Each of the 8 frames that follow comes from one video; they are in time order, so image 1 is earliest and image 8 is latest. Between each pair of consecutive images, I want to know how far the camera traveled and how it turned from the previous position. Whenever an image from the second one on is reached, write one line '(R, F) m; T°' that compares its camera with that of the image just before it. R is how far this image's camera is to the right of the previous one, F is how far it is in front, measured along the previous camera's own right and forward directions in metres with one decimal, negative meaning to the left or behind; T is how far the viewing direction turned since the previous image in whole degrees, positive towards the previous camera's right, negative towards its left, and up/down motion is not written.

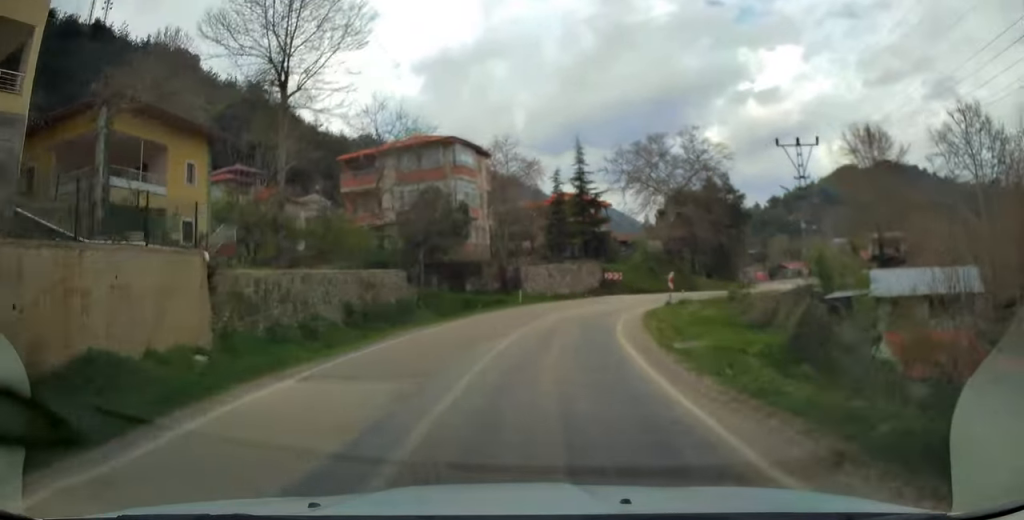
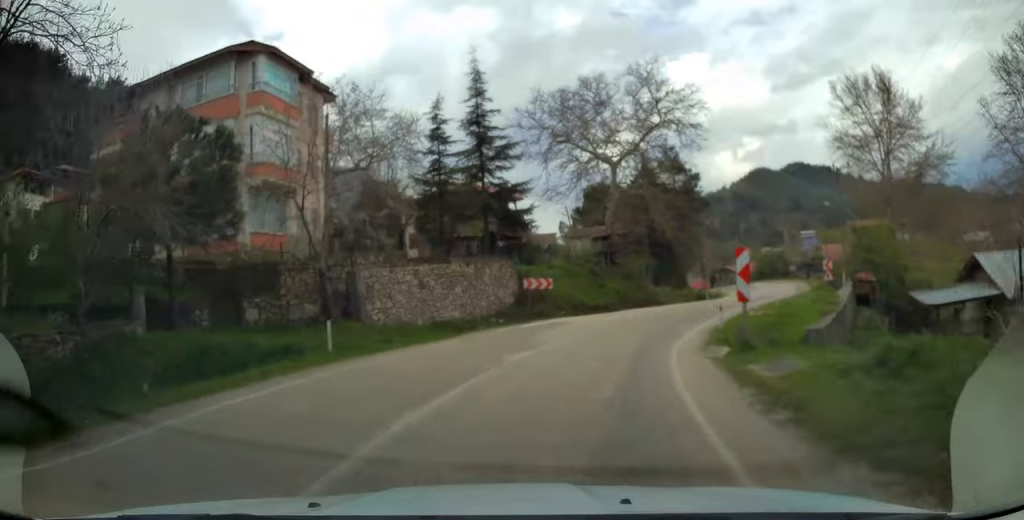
(+0.8, +21.4) m; +9°
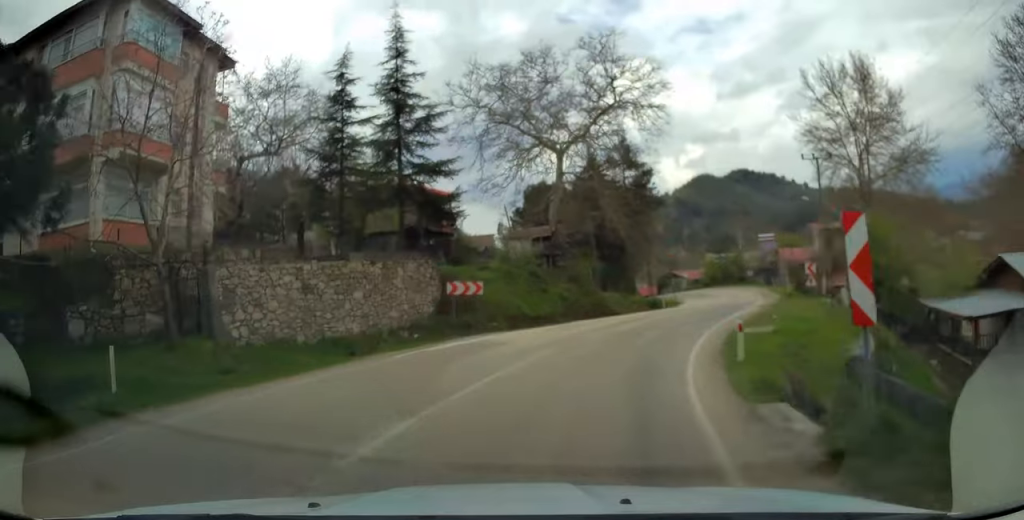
(+0.4, +6.0) m; +5°
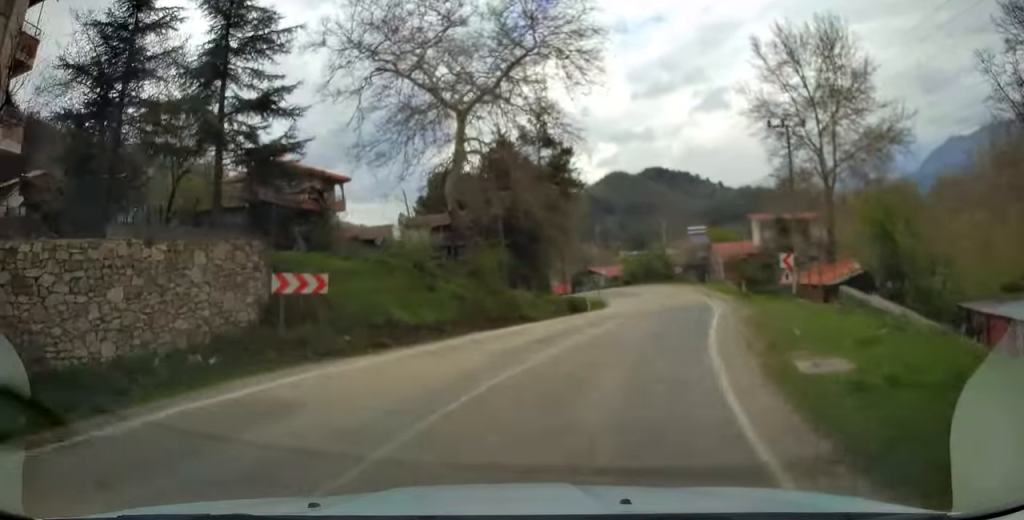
(+0.4, +8.4) m; +6°
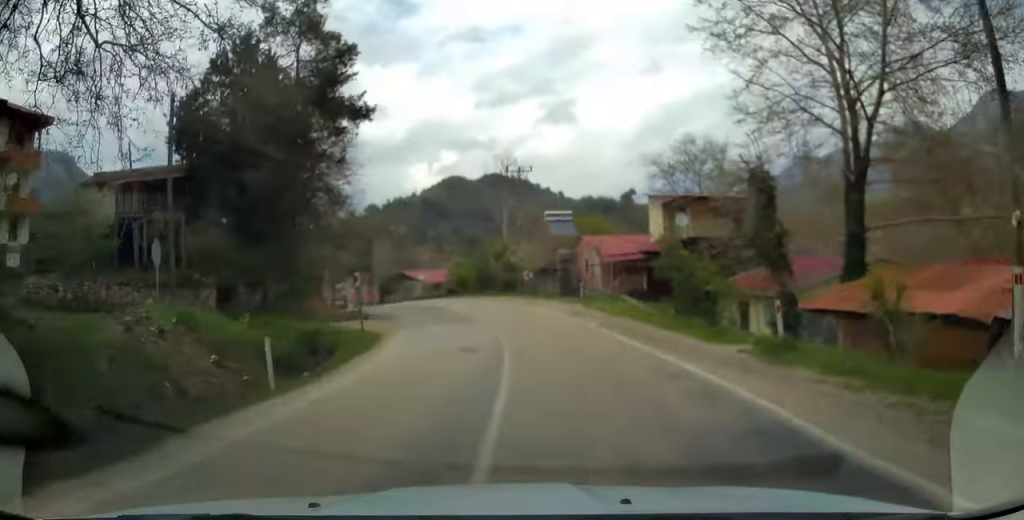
(+3.6, +25.2) m; +12°
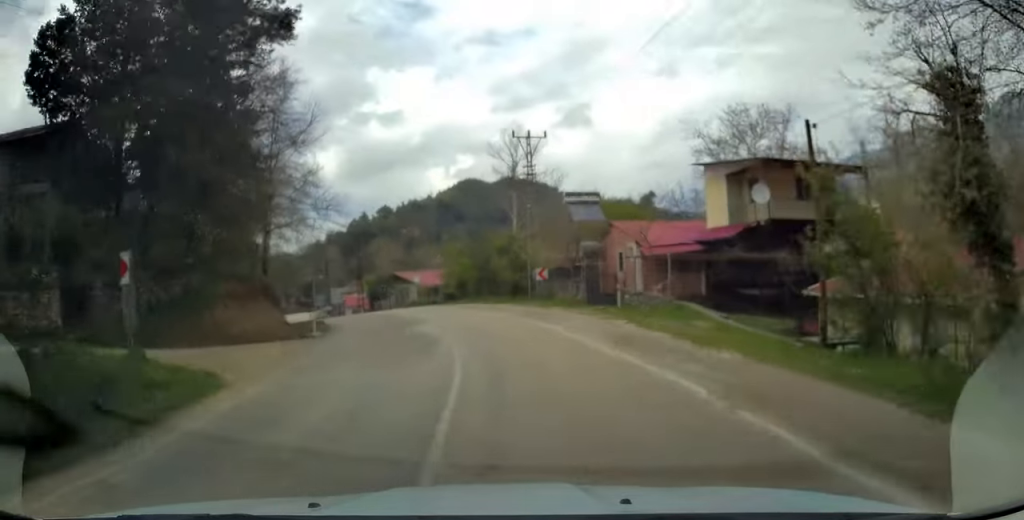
(0.0, +11.6) m; -2°
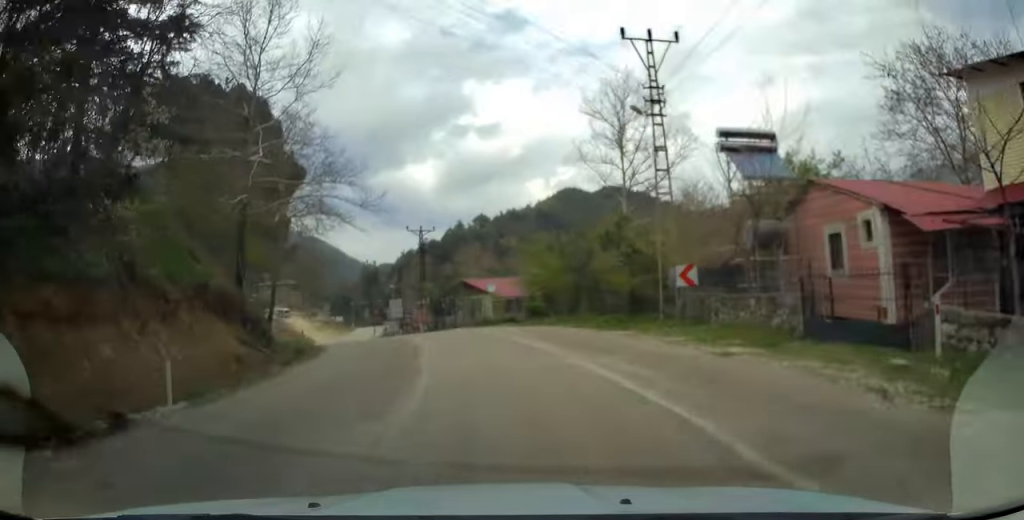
(-0.6, +15.6) m; -7°
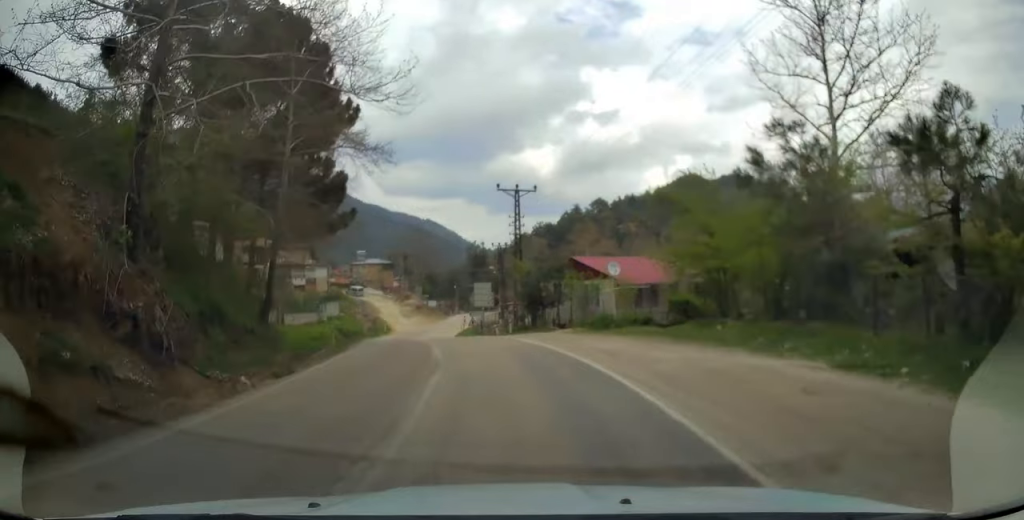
(-1.1, +14.4) m; -10°
